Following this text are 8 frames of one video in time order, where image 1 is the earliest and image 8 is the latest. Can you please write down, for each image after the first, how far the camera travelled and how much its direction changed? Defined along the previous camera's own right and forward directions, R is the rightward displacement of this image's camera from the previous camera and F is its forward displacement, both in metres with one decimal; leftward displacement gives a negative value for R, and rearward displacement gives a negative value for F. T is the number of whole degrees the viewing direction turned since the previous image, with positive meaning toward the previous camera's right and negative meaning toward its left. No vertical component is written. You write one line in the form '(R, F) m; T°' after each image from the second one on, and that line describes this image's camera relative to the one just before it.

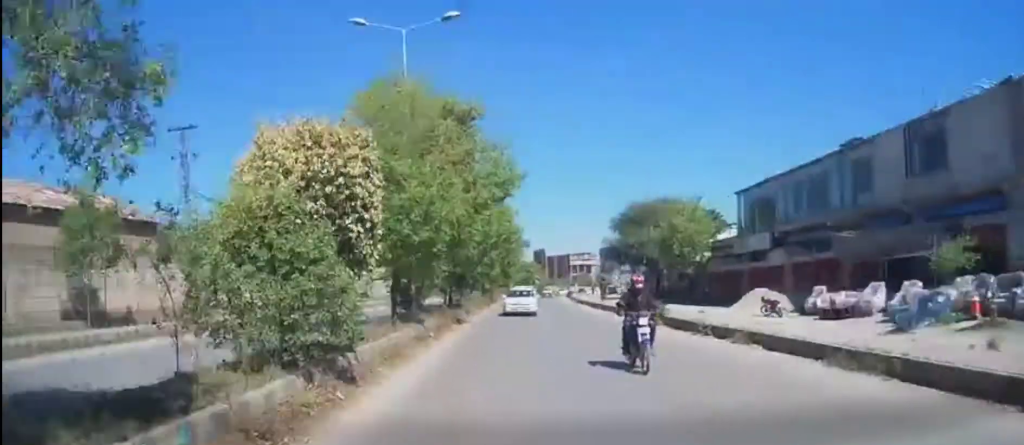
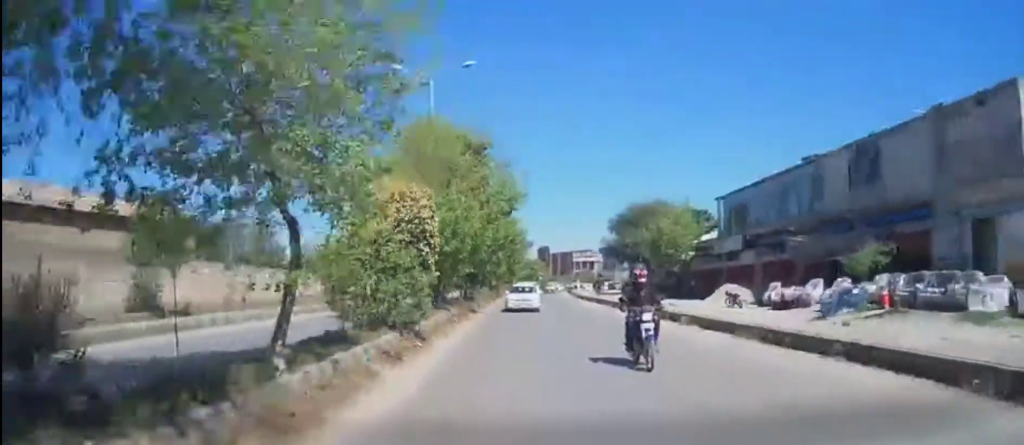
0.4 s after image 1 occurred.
(0.0, +5.8) m; 0°
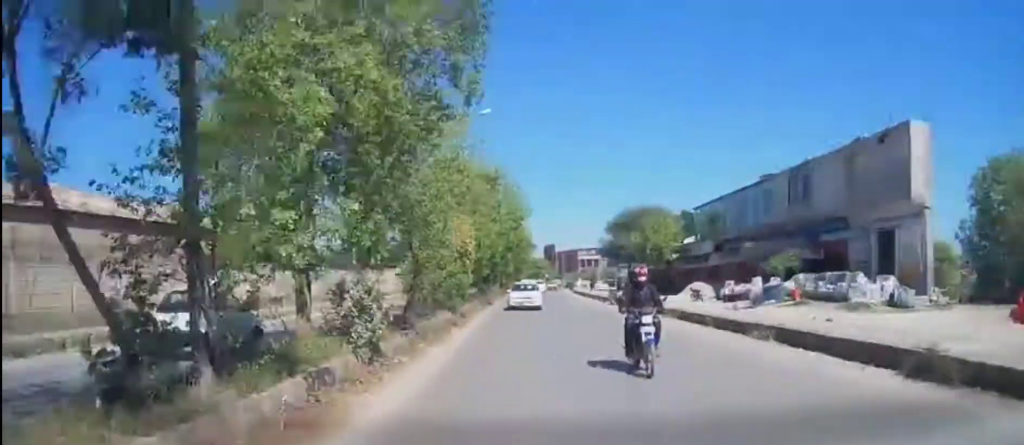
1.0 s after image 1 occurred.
(0.0, +8.7) m; 0°
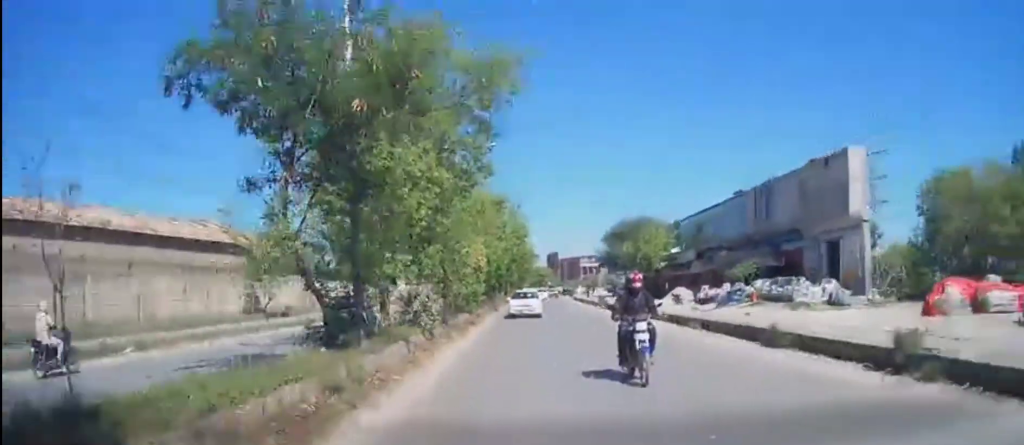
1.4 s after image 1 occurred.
(+0.1, +6.3) m; 0°
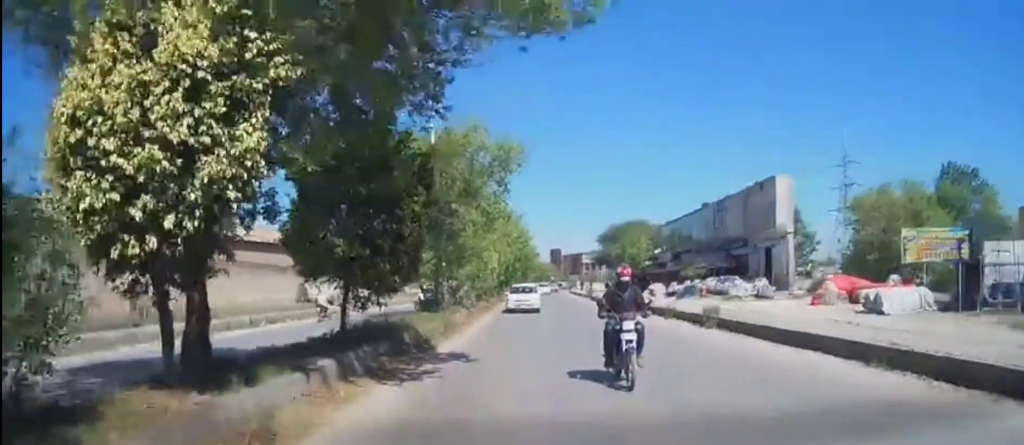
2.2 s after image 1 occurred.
(-0.1, +11.1) m; -1°
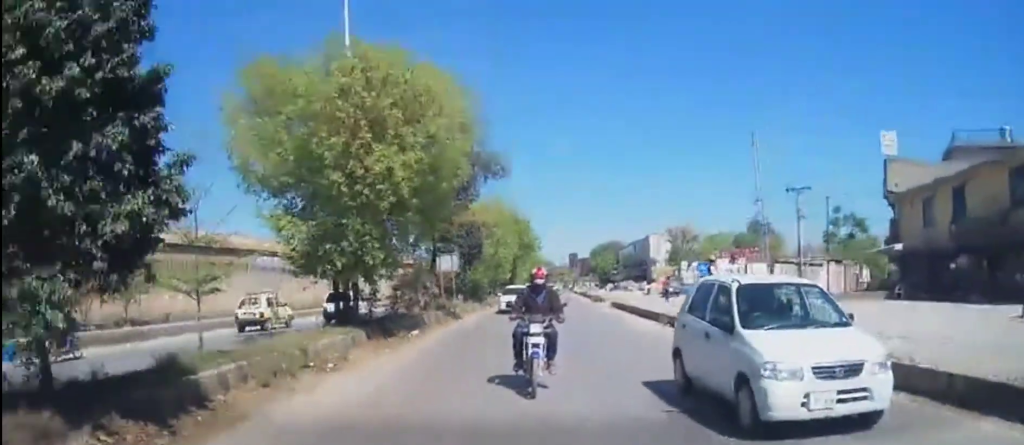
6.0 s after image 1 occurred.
(-1.5, +55.0) m; -3°
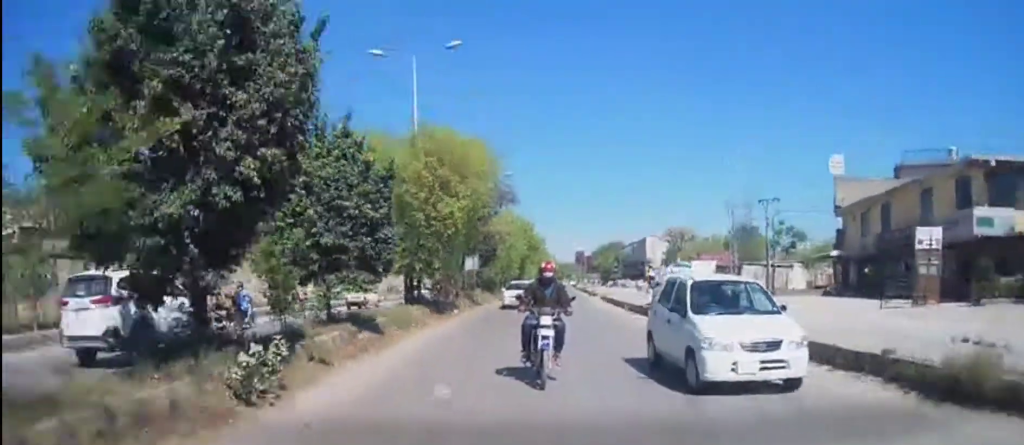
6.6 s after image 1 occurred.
(-0.1, +9.1) m; -1°
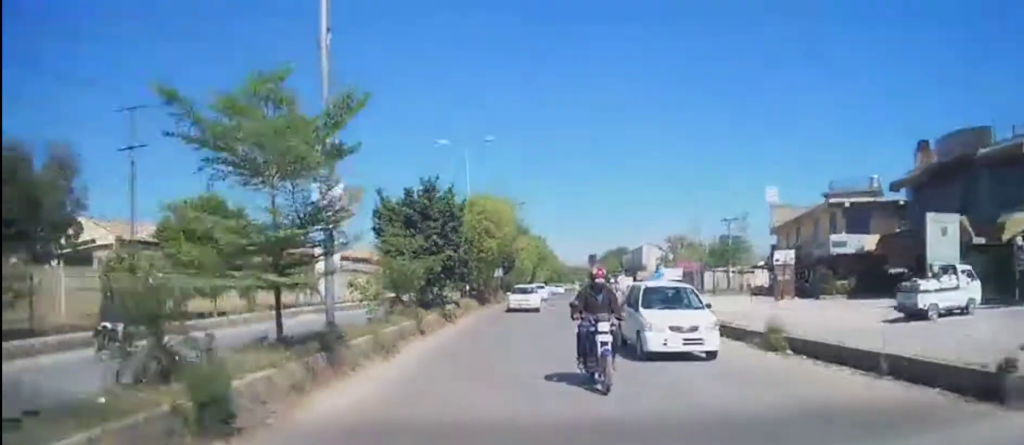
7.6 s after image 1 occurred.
(-0.2, +16.7) m; 0°
